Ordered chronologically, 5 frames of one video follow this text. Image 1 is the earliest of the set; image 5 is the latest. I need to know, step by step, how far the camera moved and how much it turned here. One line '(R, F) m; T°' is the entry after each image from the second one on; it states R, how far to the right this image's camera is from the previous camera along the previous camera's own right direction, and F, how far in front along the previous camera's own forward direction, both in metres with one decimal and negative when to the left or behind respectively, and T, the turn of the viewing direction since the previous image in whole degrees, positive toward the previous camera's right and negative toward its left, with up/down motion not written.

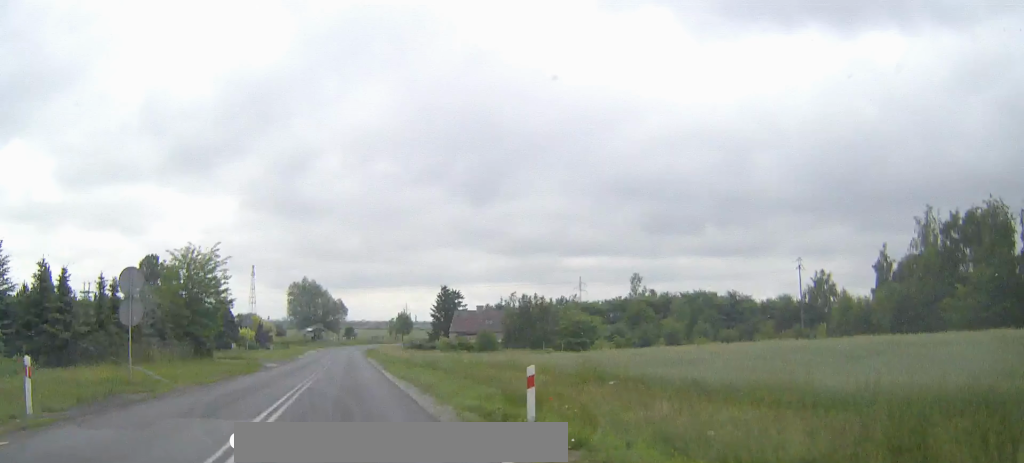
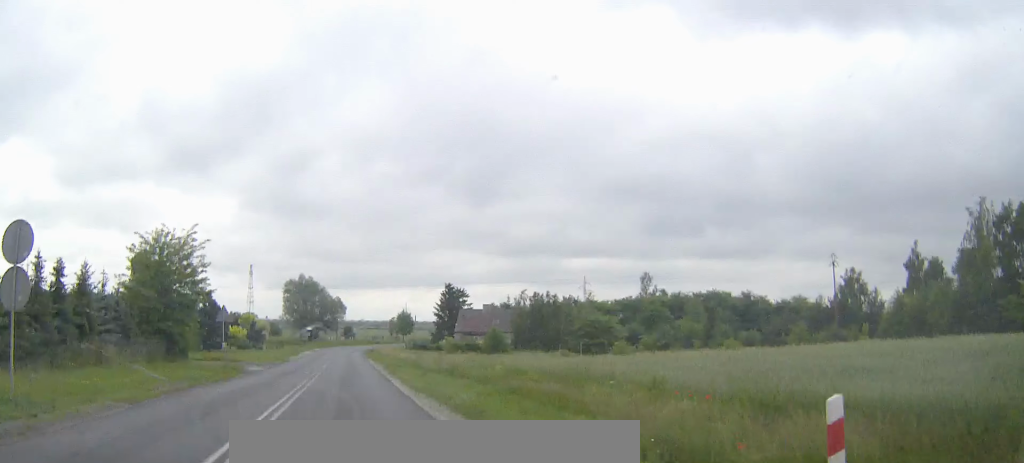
(0.0, +8.0) m; 0°
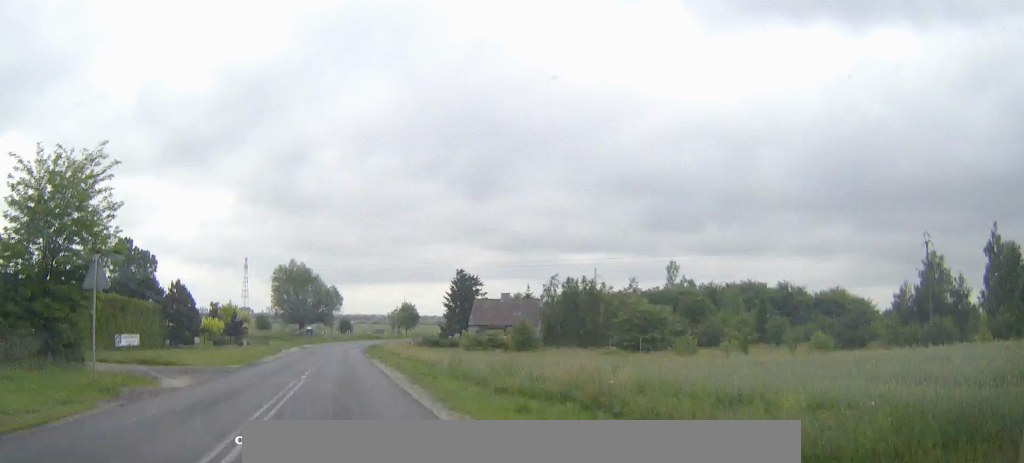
(0.0, +18.2) m; 0°
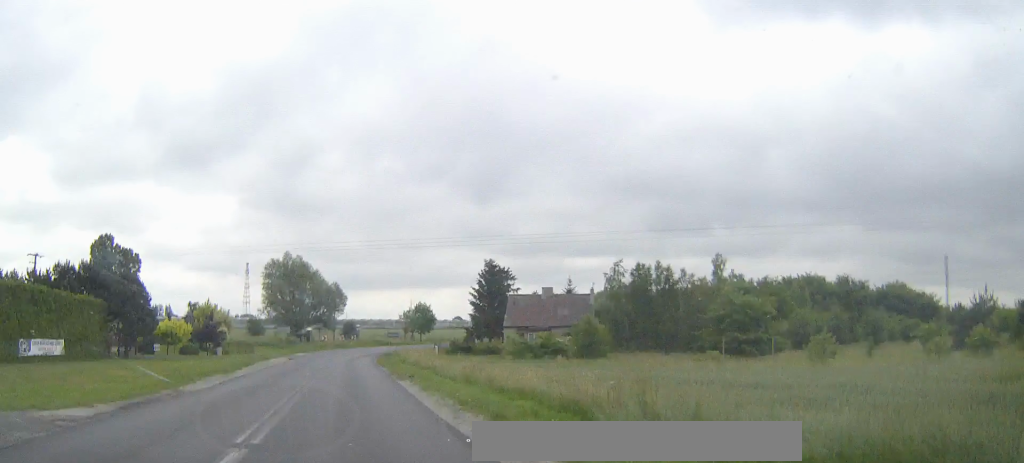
(+0.1, +21.5) m; 0°
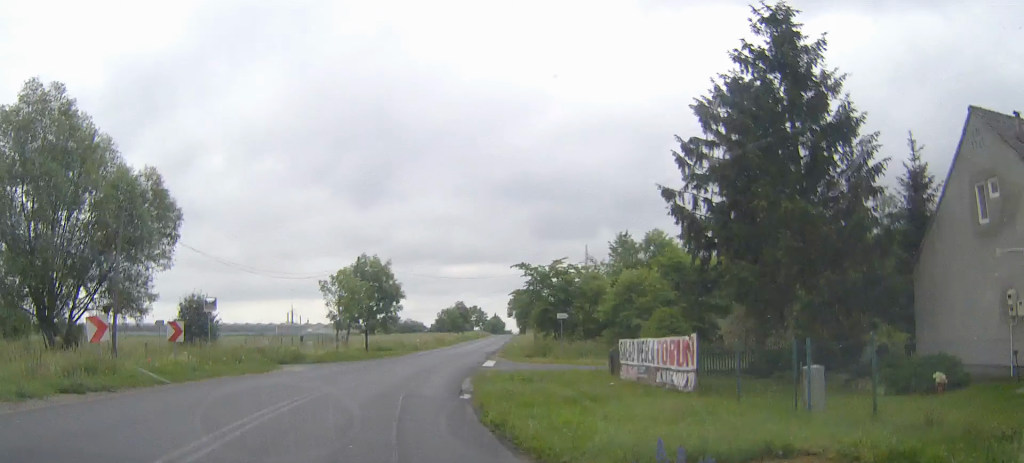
(+1.0, +81.9) m; +6°
